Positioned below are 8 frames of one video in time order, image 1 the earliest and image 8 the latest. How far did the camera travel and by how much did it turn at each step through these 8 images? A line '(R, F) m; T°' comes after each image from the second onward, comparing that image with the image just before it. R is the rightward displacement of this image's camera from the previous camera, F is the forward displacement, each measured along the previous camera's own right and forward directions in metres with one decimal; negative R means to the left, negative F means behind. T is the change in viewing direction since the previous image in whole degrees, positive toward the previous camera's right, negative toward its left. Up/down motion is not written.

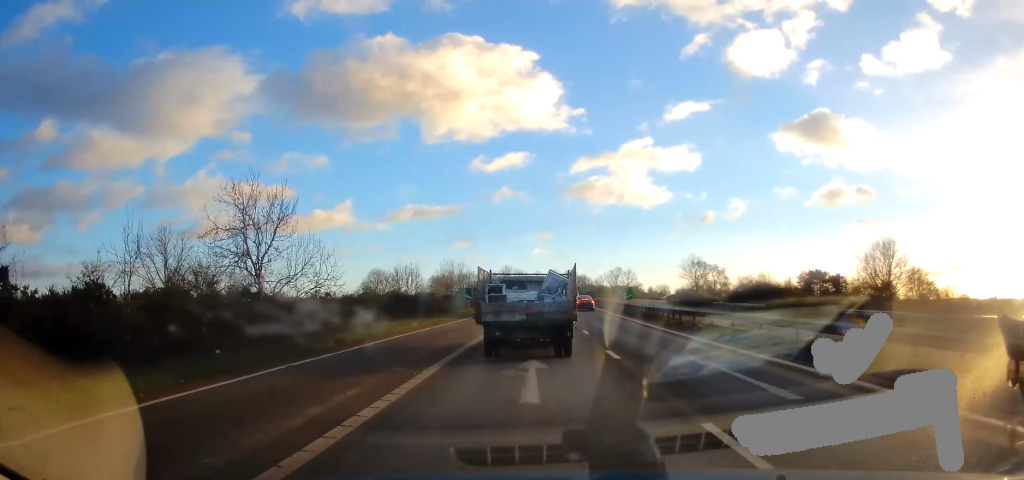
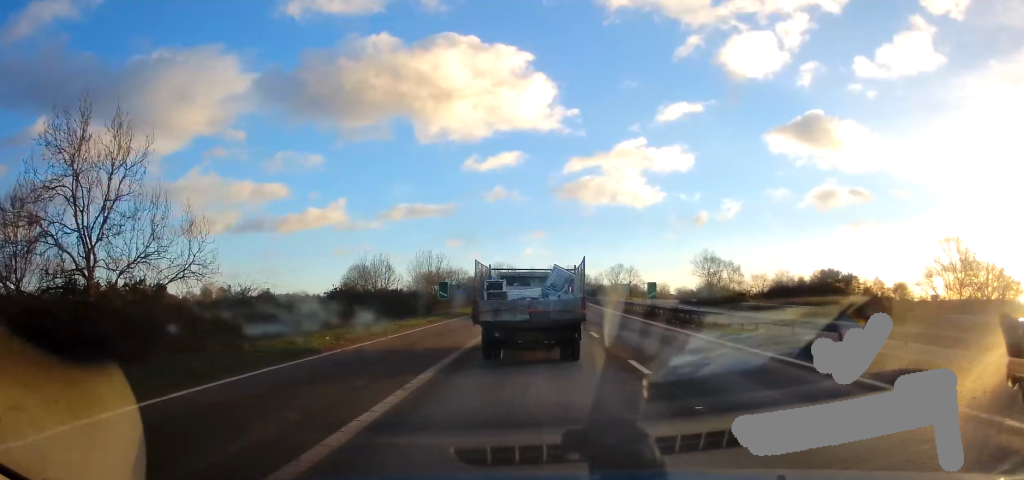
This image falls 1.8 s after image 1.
(+0.5, +11.9) m; +1°
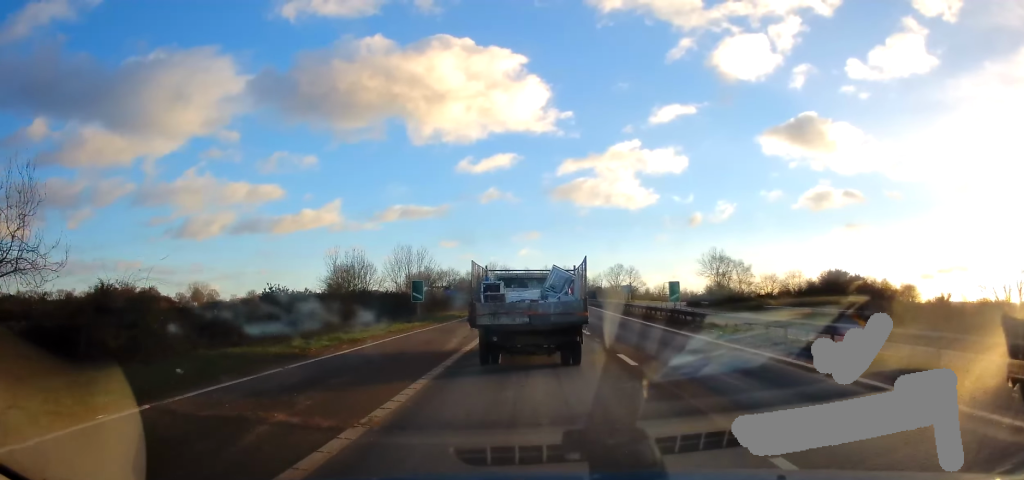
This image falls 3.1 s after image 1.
(0.0, +7.3) m; 0°
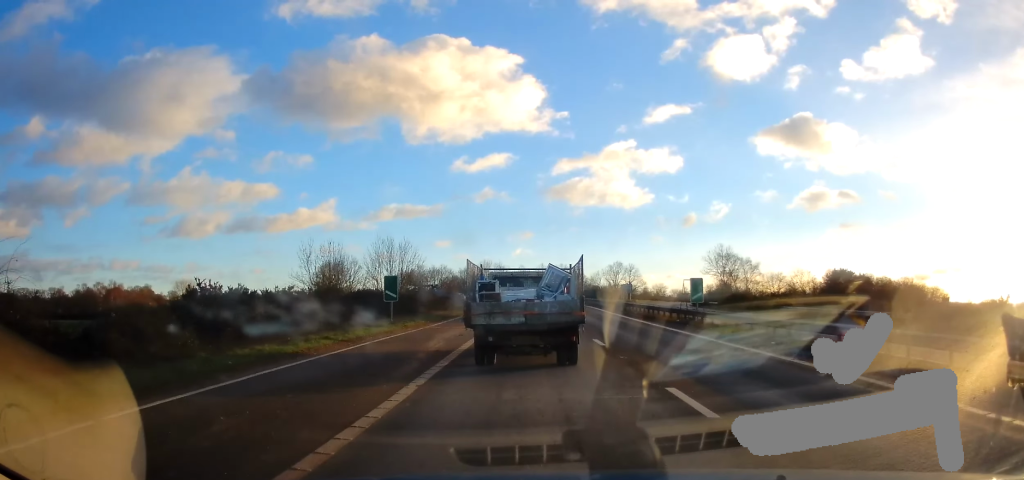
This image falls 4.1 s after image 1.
(+0.1, +5.0) m; +3°
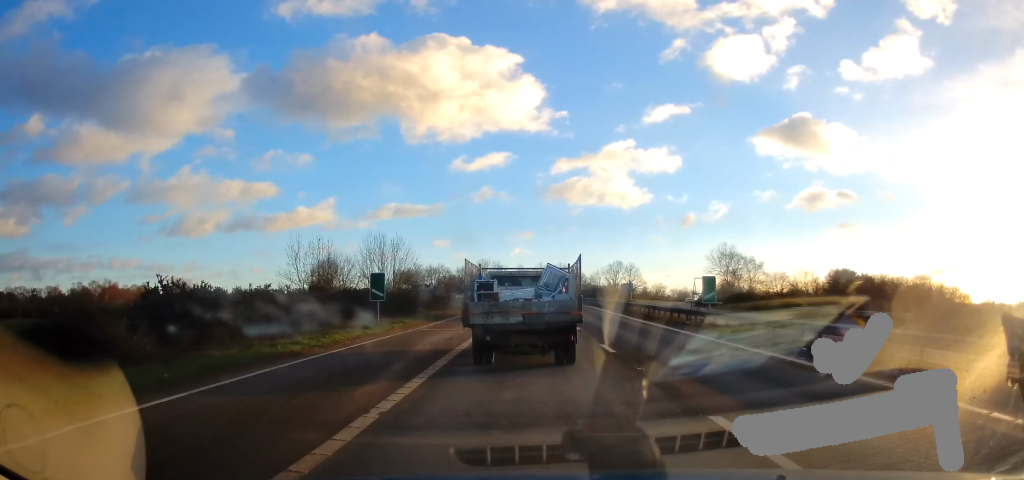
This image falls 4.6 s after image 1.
(+0.1, +2.1) m; -1°
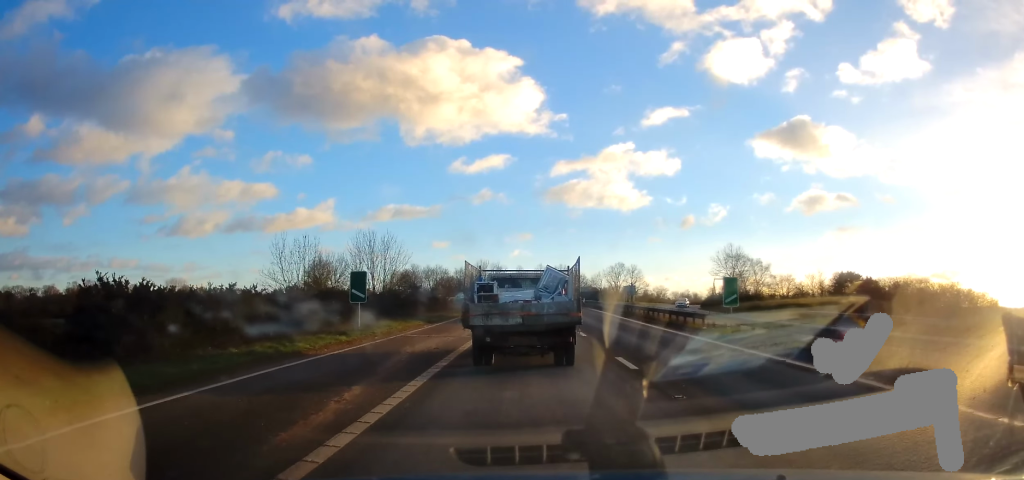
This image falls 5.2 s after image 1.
(0.0, +2.8) m; -1°
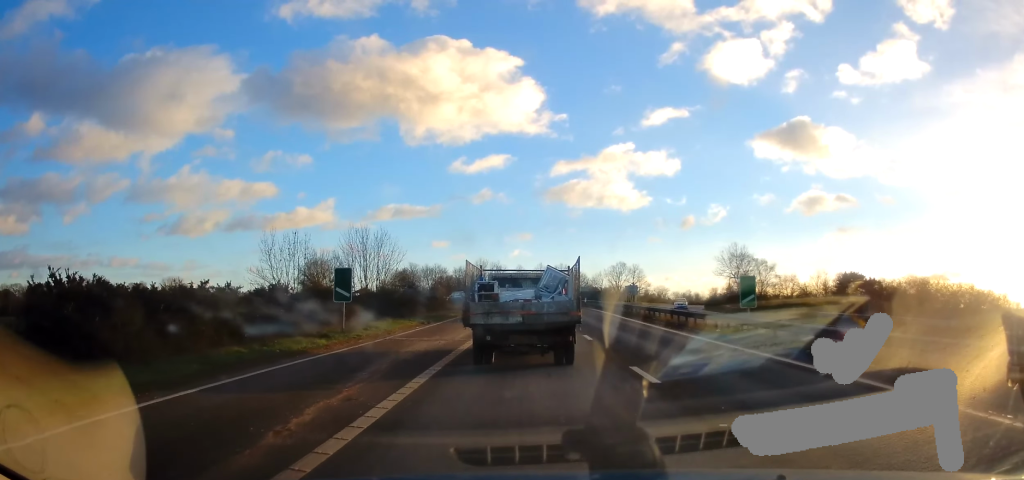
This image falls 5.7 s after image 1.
(-0.2, +1.8) m; 0°
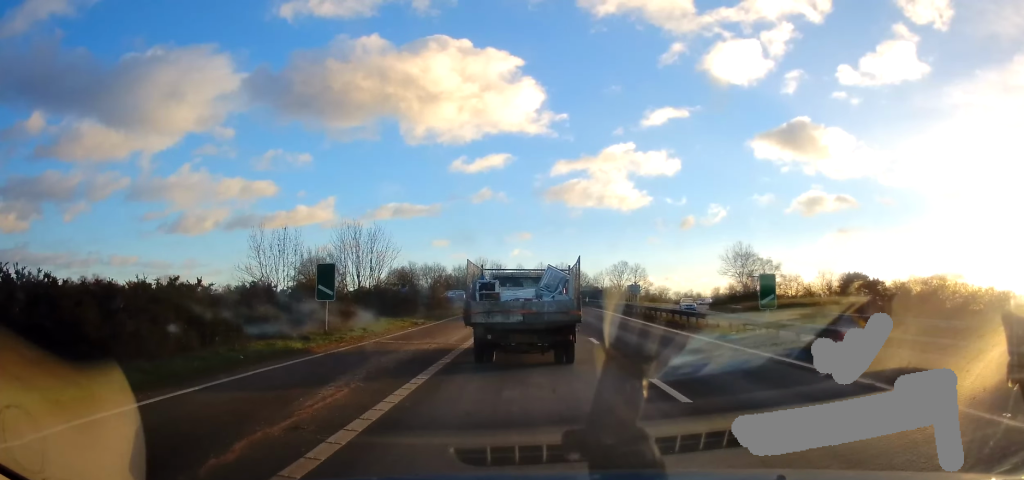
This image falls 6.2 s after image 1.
(0.0, +1.7) m; 0°
